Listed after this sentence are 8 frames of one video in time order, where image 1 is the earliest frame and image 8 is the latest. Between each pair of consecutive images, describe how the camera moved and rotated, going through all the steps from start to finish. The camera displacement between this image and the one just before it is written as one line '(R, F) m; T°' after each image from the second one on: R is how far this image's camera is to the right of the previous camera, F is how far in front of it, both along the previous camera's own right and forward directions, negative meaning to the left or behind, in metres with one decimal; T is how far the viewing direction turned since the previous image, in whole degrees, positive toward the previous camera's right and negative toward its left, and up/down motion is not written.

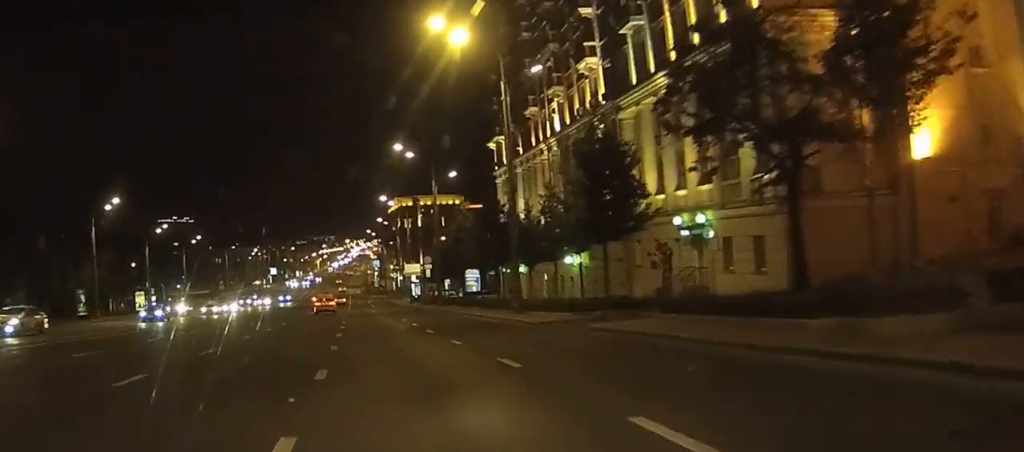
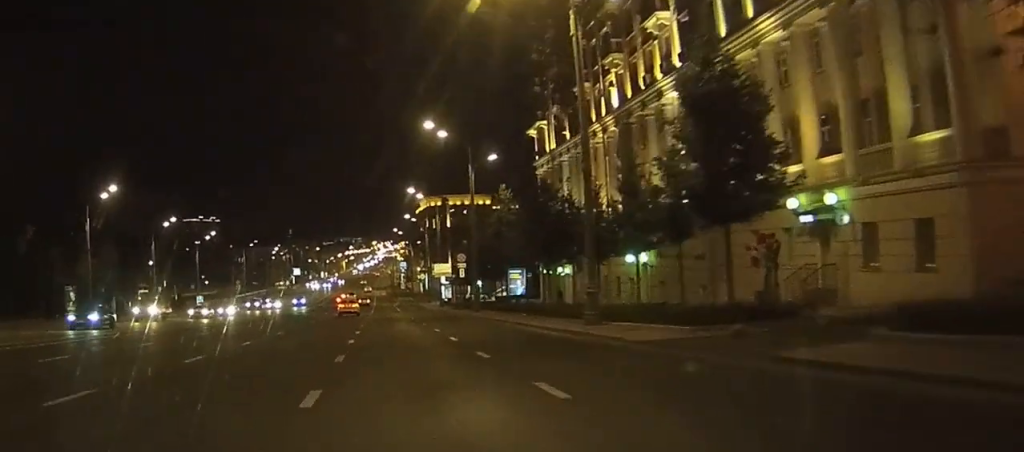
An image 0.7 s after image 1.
(-0.1, +11.4) m; -1°
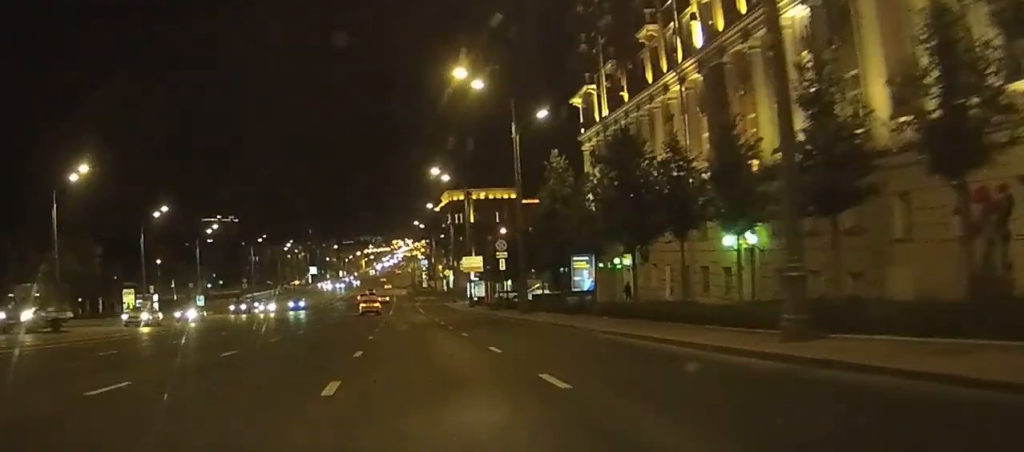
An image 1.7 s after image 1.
(-0.1, +15.2) m; -1°
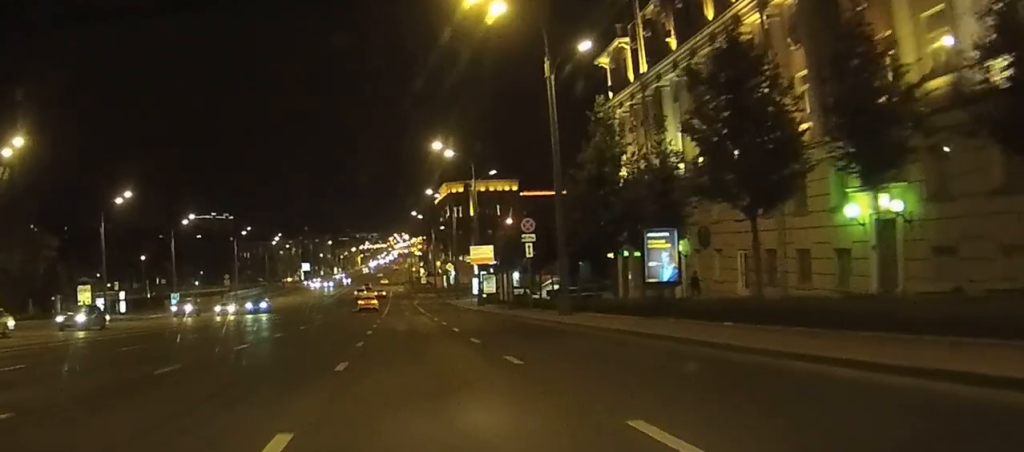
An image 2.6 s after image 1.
(-0.1, +13.8) m; -1°
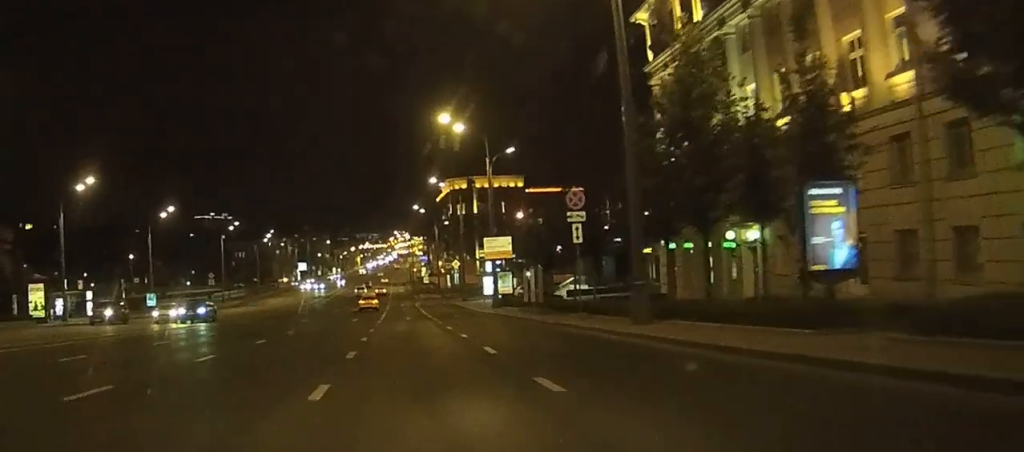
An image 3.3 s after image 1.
(-0.1, +12.3) m; 0°
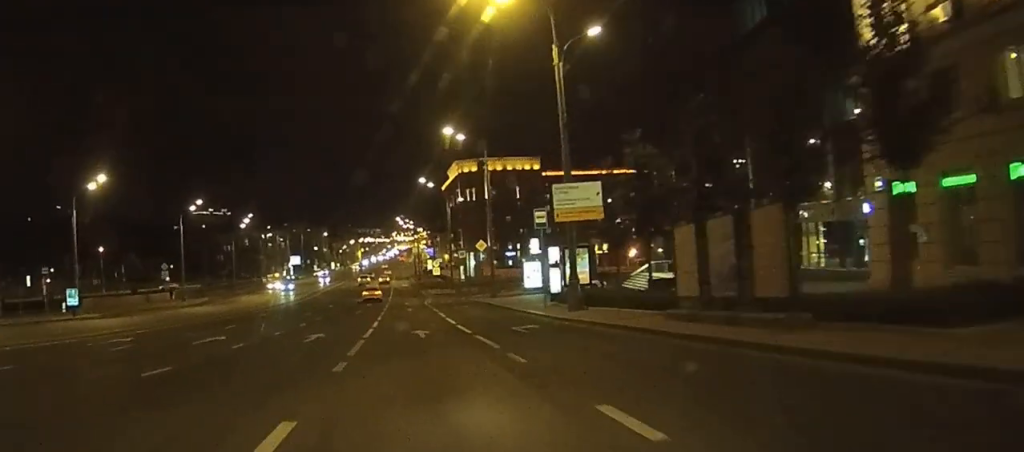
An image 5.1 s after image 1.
(+0.2, +28.9) m; +1°
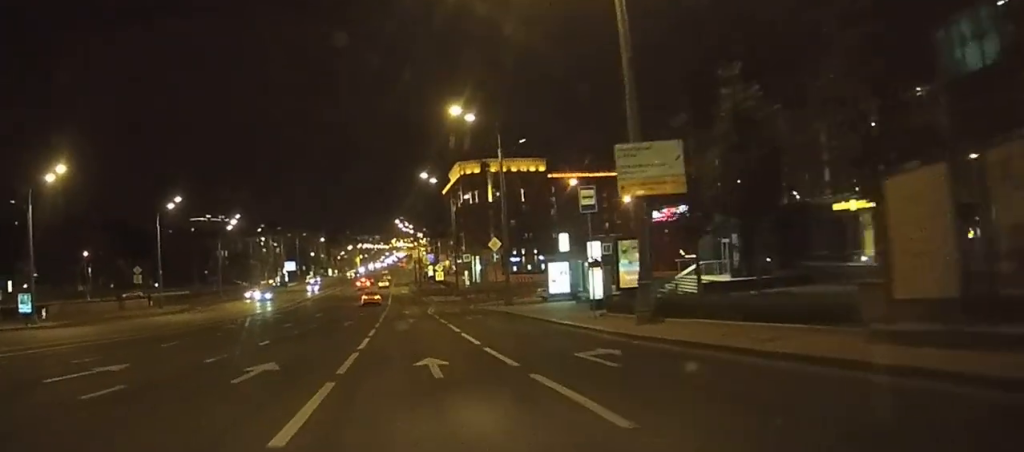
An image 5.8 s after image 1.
(+0.1, +11.3) m; 0°
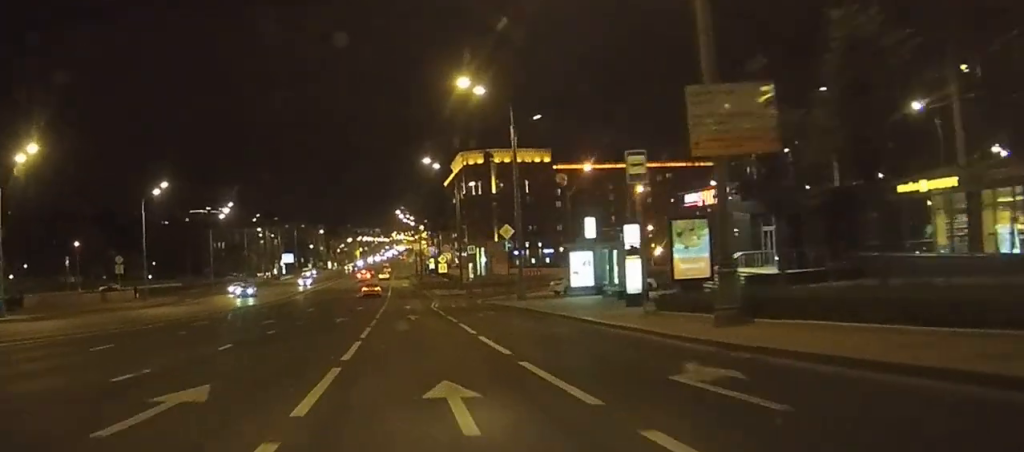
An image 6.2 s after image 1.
(0.0, +6.8) m; 0°
